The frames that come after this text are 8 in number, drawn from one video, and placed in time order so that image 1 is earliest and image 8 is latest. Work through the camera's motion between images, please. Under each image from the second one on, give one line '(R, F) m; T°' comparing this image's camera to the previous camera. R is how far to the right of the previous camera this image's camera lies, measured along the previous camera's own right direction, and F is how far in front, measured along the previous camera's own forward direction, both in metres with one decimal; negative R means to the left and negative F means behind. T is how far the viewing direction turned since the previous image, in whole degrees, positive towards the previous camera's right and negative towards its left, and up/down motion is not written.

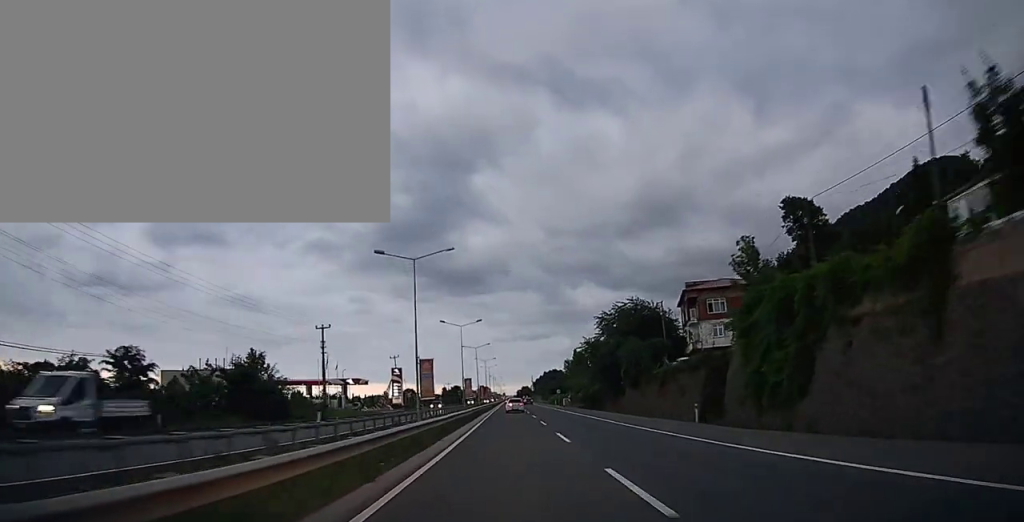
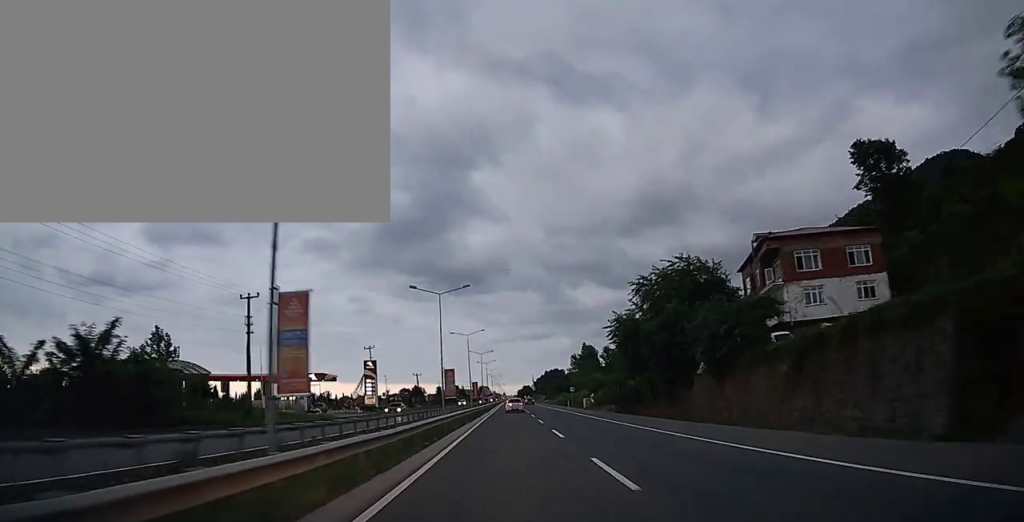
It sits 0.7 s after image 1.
(0.0, +21.4) m; 0°
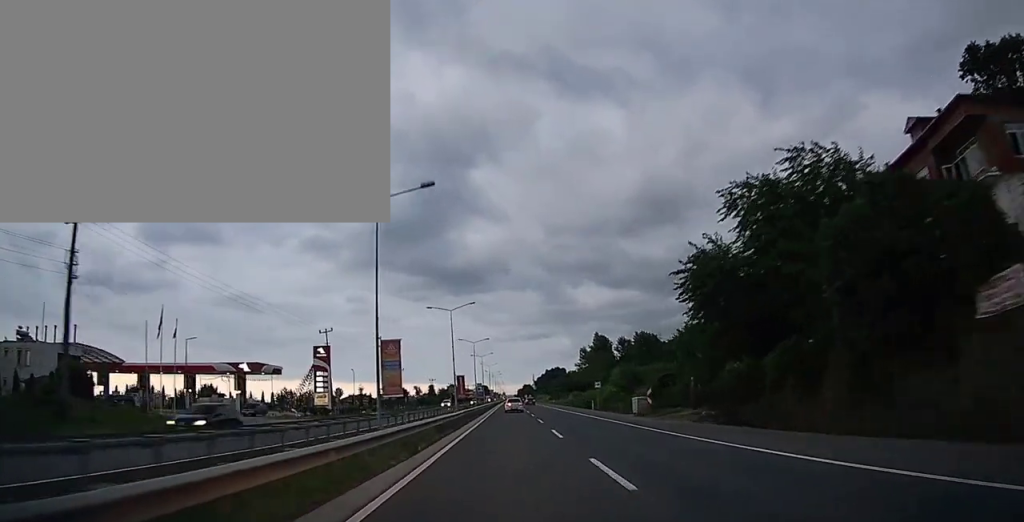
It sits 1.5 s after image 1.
(+0.3, +23.3) m; 0°
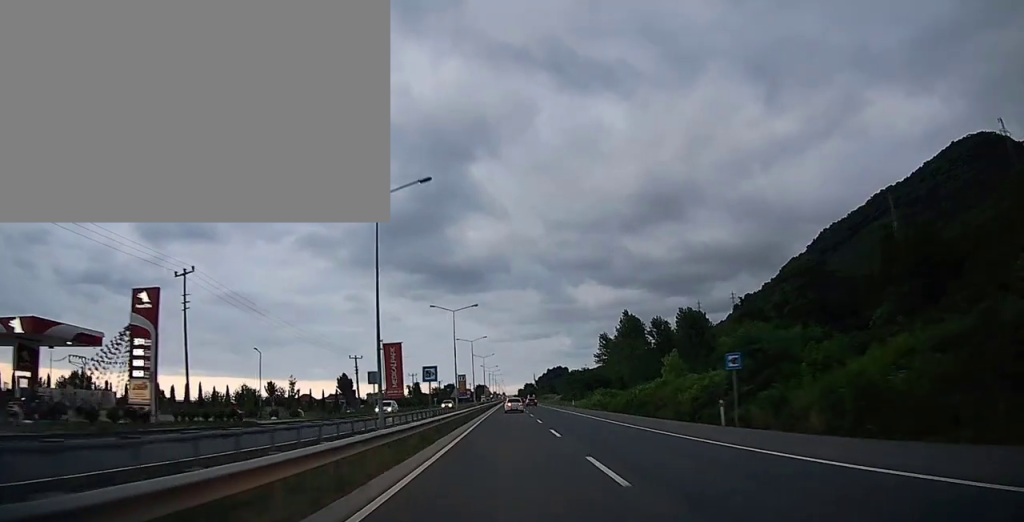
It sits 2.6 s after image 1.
(-0.4, +34.4) m; 0°
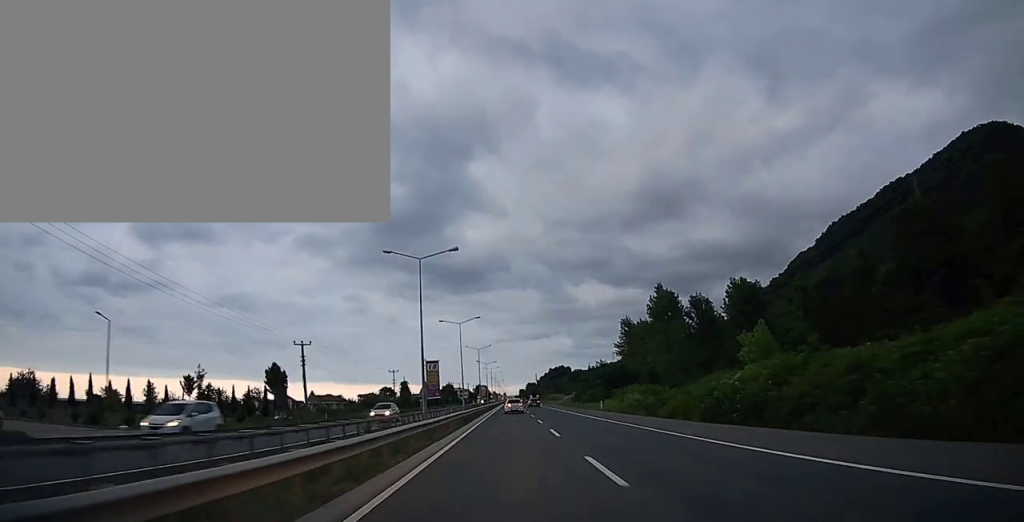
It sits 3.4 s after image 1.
(+0.1, +23.2) m; 0°
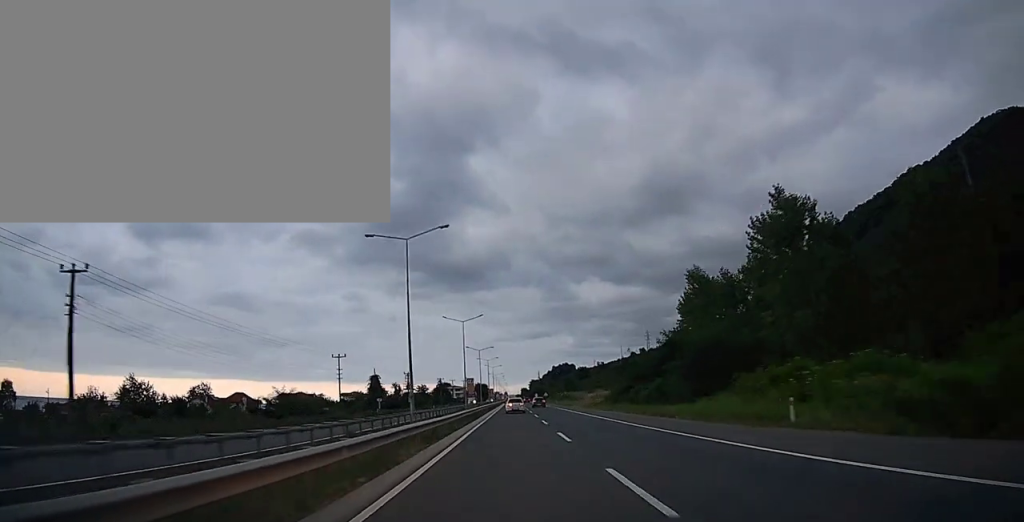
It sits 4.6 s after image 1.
(0.0, +37.4) m; 0°
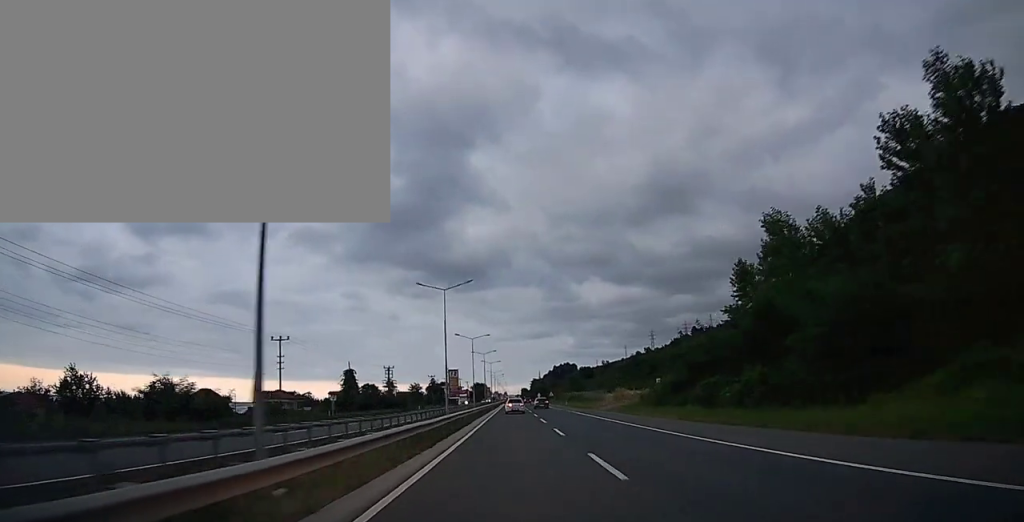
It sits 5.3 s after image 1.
(0.0, +20.1) m; 0°
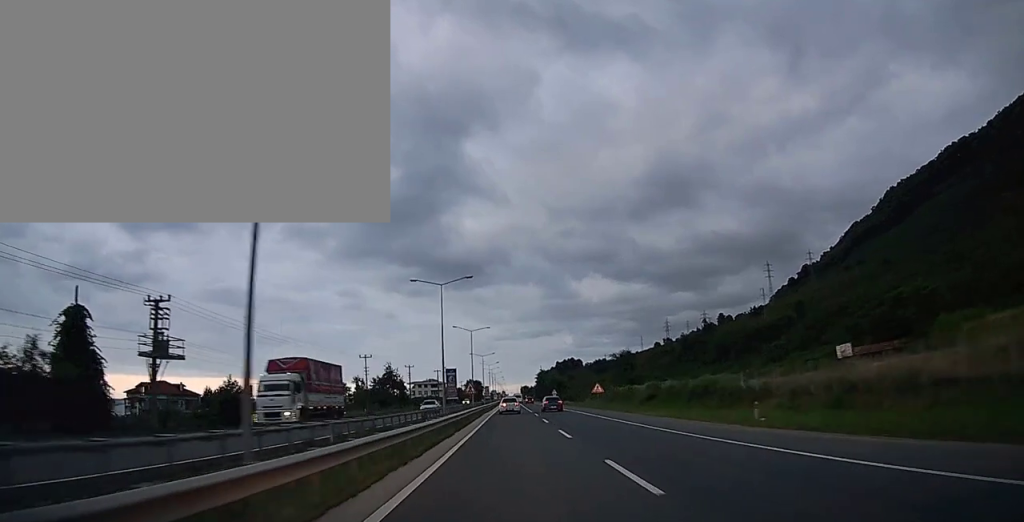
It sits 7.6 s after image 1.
(-0.4, +71.5) m; 0°
